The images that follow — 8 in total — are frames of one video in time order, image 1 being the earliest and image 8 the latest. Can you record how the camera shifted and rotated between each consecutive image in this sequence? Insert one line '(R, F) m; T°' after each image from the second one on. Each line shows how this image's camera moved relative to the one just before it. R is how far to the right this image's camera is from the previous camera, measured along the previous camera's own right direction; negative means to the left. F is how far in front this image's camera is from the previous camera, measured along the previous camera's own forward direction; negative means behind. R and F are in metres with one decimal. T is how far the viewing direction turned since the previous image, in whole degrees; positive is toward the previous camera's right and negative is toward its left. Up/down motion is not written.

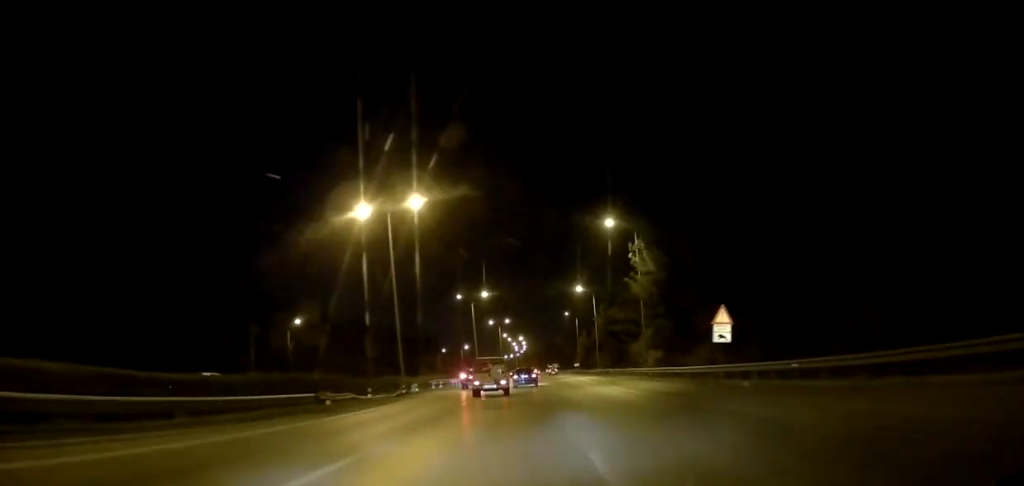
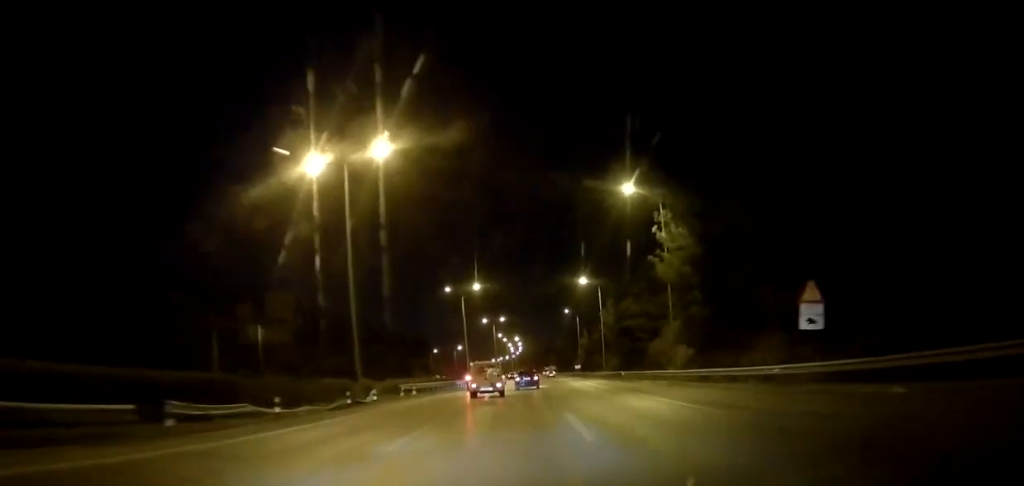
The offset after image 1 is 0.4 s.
(+0.2, +10.5) m; +1°
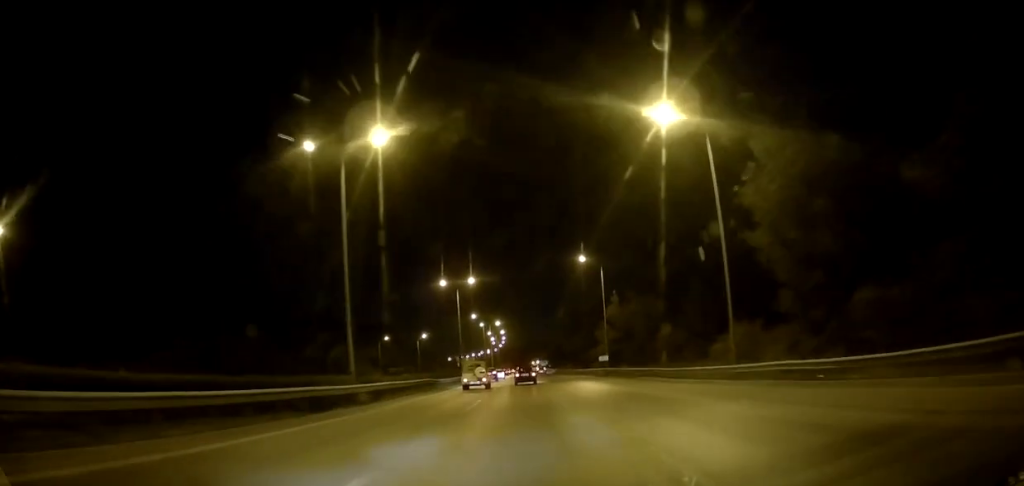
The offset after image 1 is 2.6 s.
(+0.3, +53.2) m; 0°
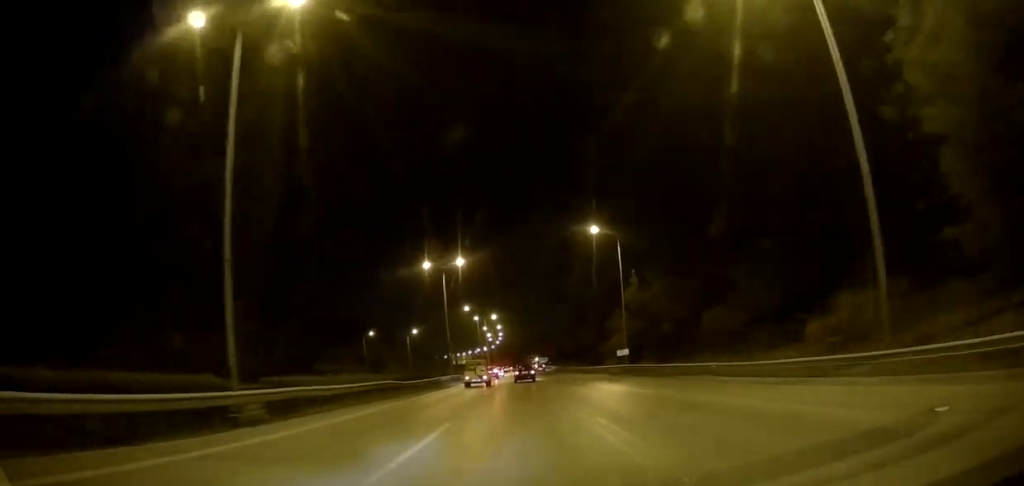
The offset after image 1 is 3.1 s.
(-0.1, +12.9) m; 0°
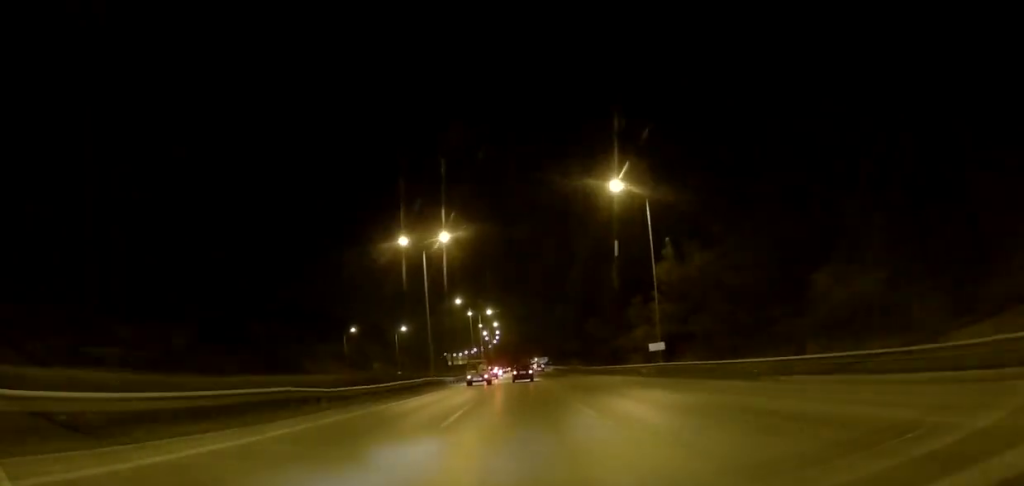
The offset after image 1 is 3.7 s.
(+0.2, +13.3) m; +1°
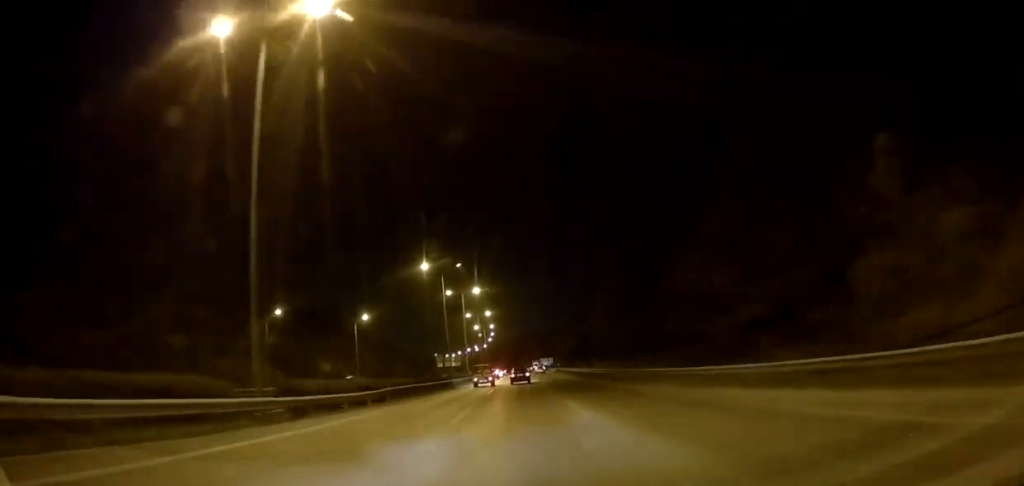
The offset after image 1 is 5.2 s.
(+0.7, +37.2) m; 0°
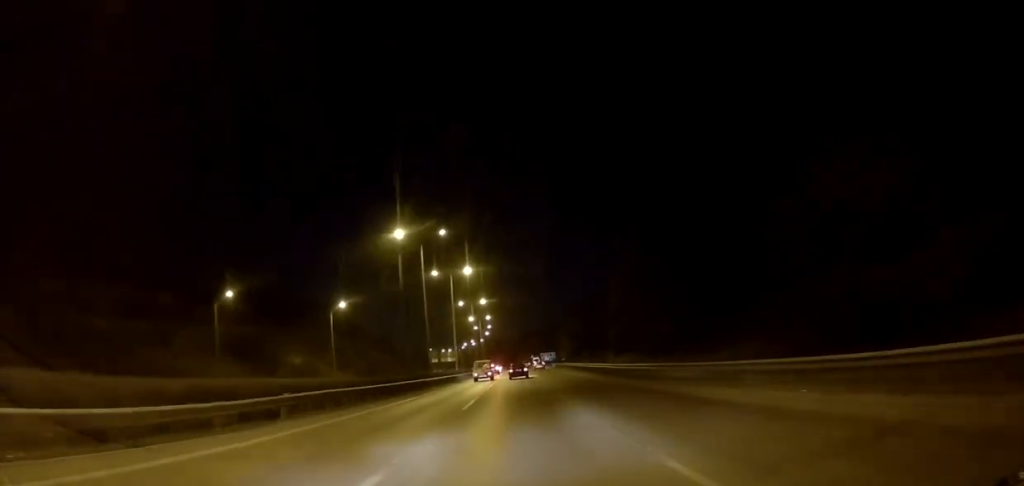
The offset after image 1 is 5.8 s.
(-0.3, +14.2) m; -1°
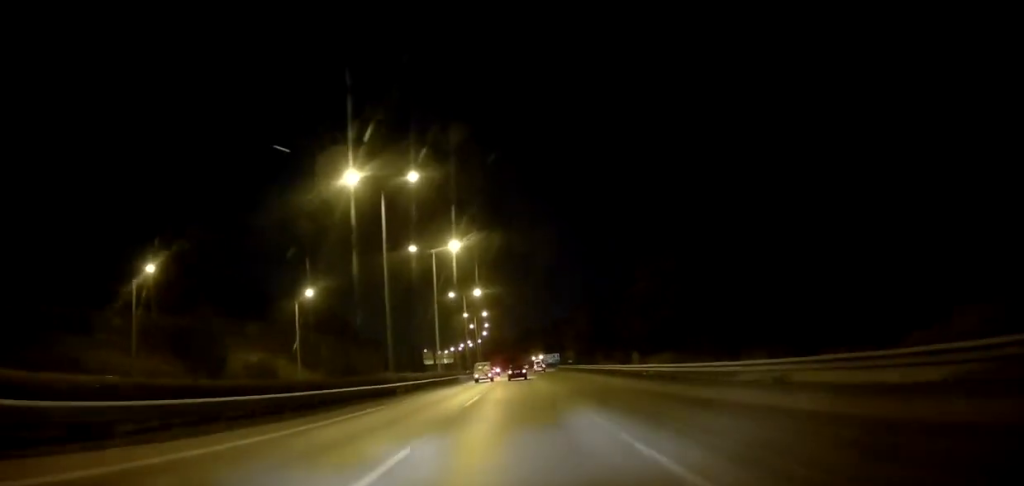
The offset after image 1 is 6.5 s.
(0.0, +16.1) m; 0°
